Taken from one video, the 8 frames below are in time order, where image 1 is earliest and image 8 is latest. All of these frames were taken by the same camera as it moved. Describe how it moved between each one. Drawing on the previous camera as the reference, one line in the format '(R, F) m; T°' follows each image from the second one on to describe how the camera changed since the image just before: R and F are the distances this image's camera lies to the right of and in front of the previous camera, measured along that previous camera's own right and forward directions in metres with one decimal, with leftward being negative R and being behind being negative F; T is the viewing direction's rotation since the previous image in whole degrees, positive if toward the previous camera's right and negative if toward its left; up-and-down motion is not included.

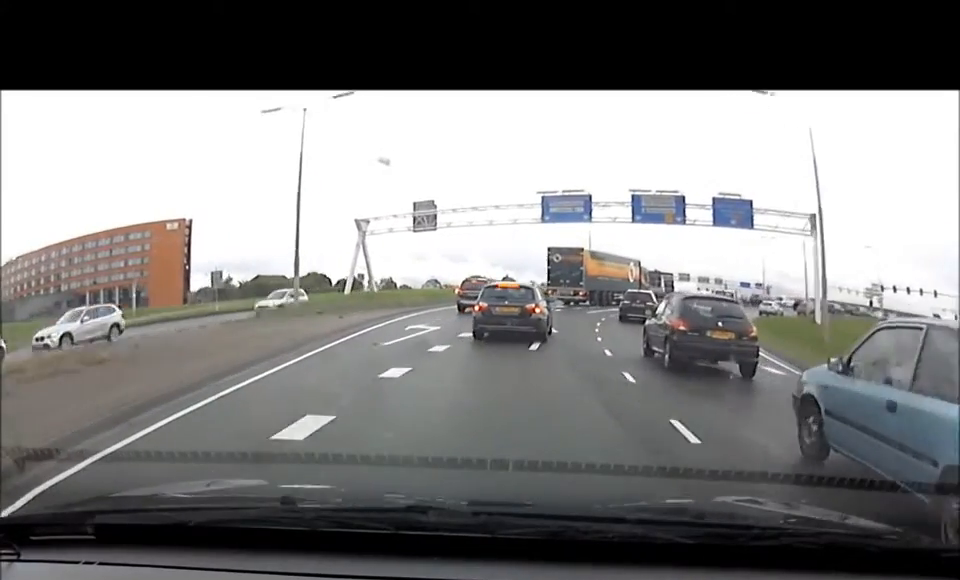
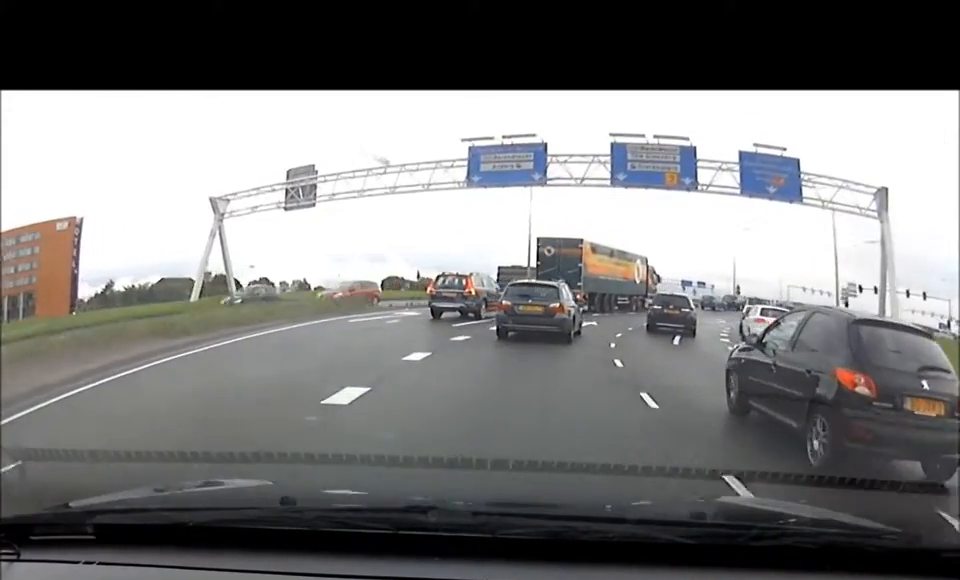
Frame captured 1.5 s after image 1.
(0.0, +15.6) m; +2°
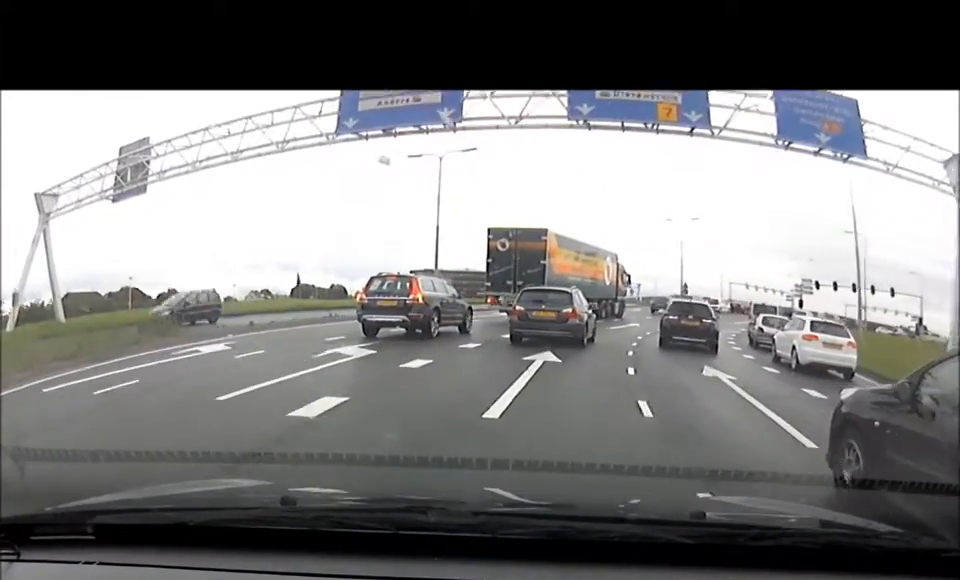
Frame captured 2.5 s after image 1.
(+0.4, +11.2) m; +3°
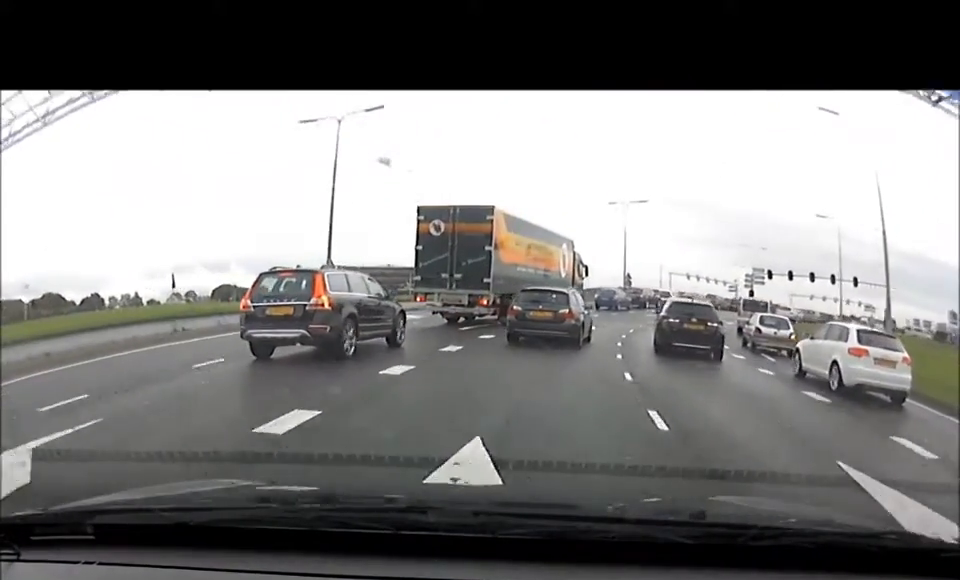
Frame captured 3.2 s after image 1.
(+0.1, +8.1) m; +5°
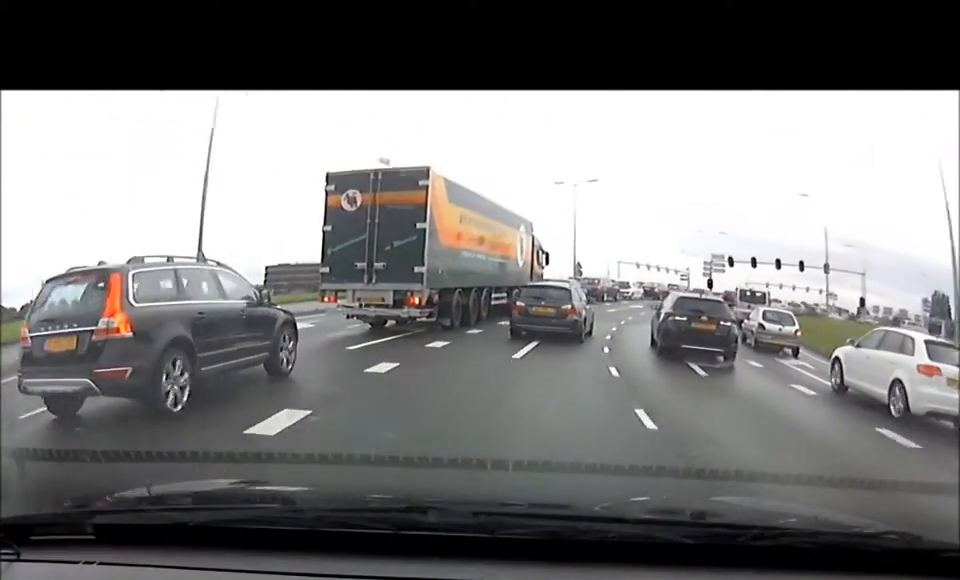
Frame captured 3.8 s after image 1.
(-0.5, +7.5) m; +7°
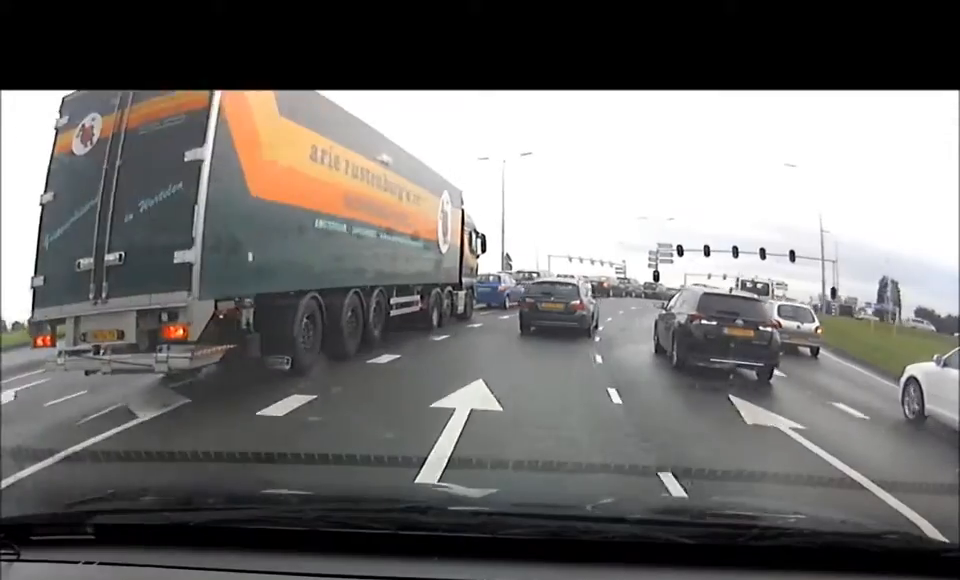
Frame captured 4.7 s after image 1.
(+2.0, +10.5) m; +10°
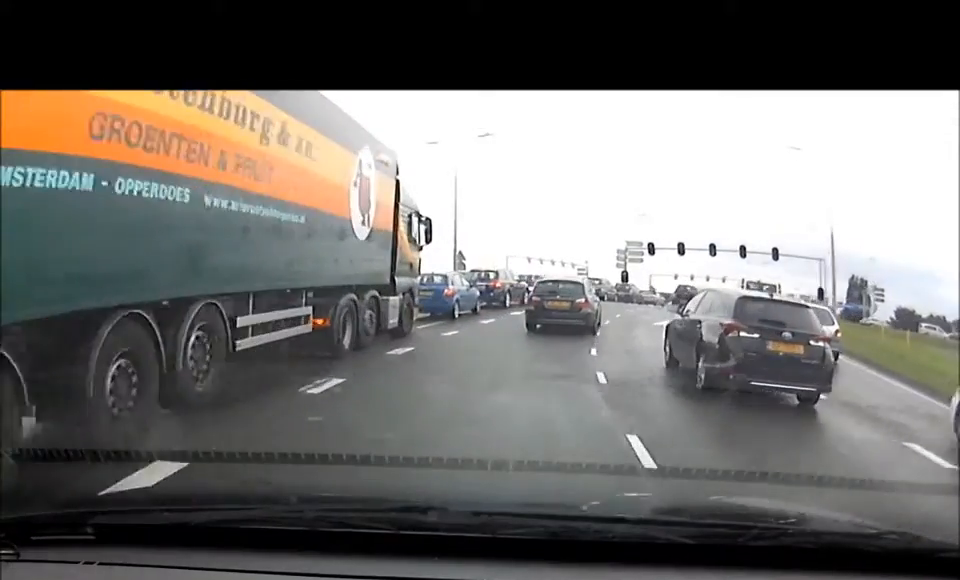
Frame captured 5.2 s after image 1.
(+0.2, +6.3) m; +4°
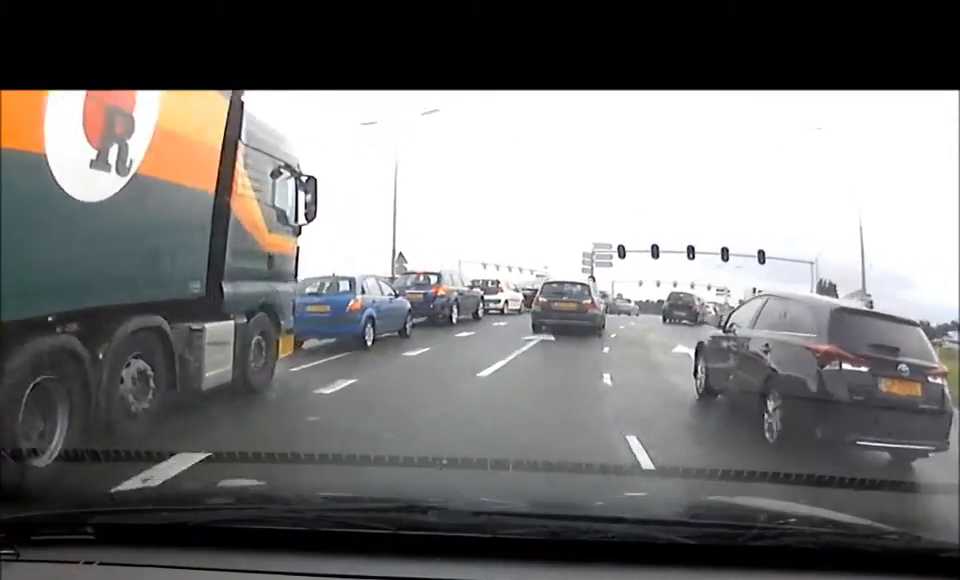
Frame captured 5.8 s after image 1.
(-0.3, +7.6) m; +4°
